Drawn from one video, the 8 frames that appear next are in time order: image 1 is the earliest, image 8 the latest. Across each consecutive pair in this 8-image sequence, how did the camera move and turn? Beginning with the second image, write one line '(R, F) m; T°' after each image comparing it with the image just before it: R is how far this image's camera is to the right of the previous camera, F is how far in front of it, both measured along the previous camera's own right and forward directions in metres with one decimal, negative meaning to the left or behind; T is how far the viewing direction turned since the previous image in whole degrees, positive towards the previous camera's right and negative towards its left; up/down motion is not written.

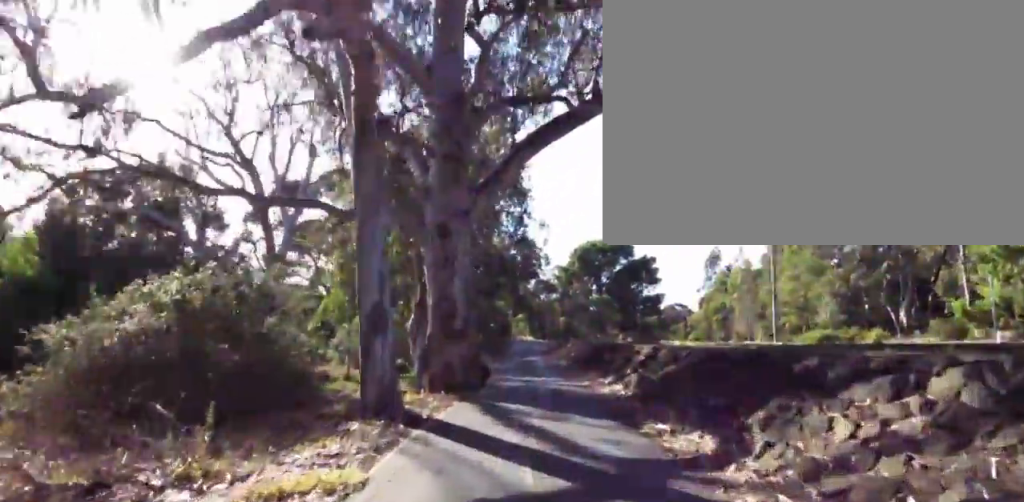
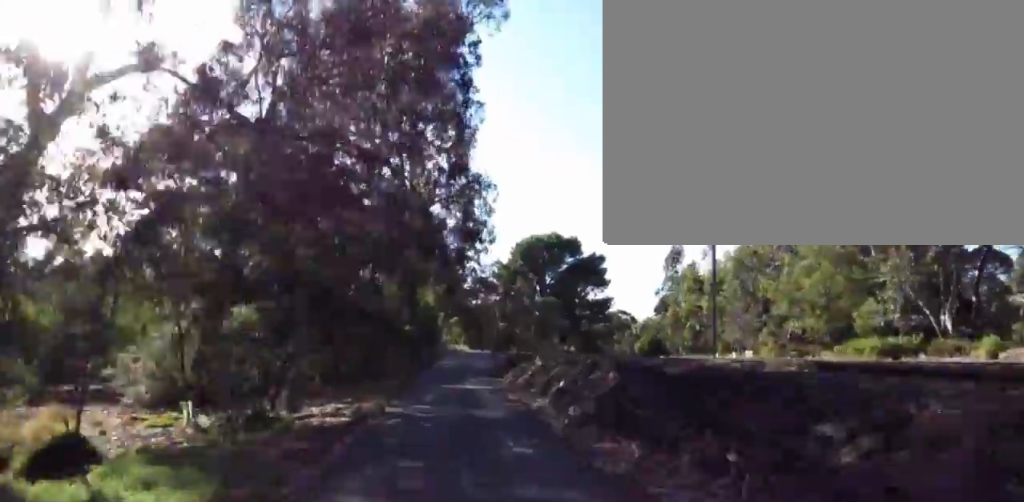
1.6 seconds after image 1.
(+2.1, +9.1) m; +31°
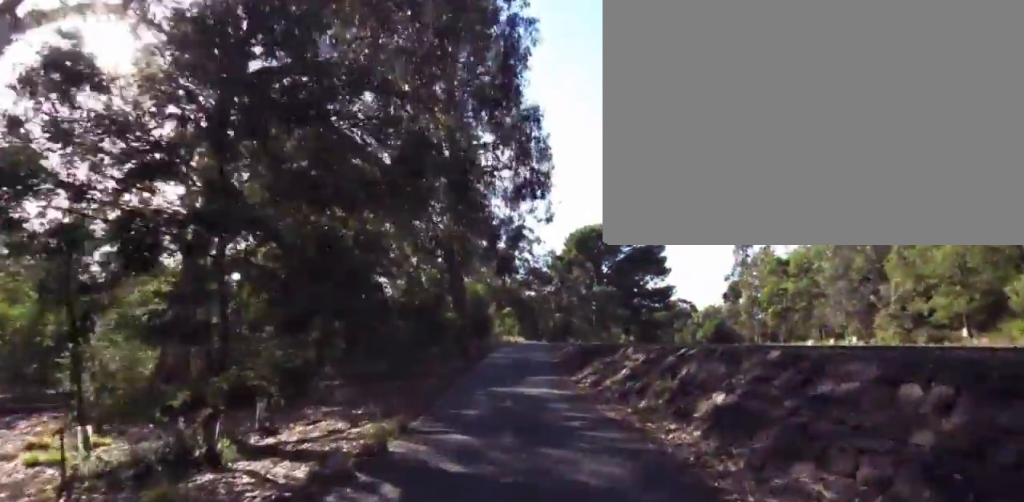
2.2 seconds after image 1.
(+0.1, +4.3) m; 0°
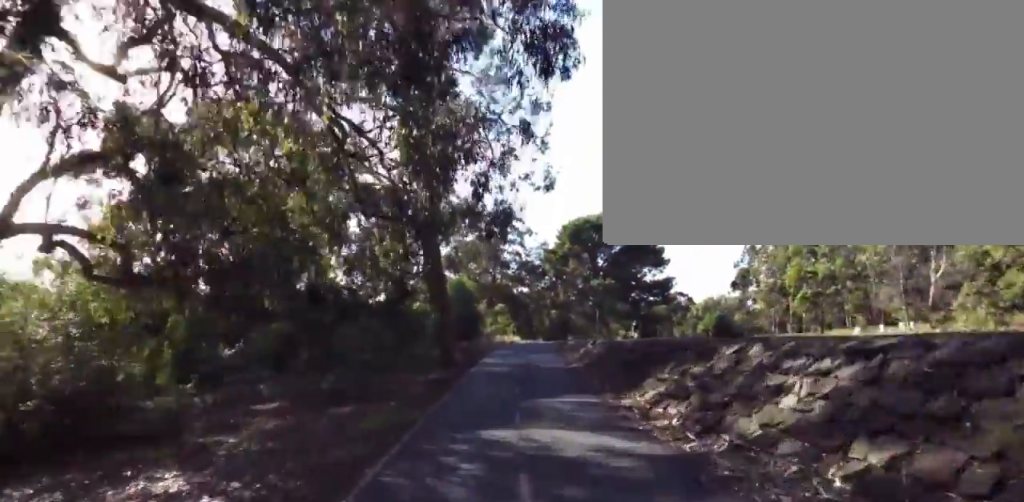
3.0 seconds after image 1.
(-0.5, +6.1) m; -7°
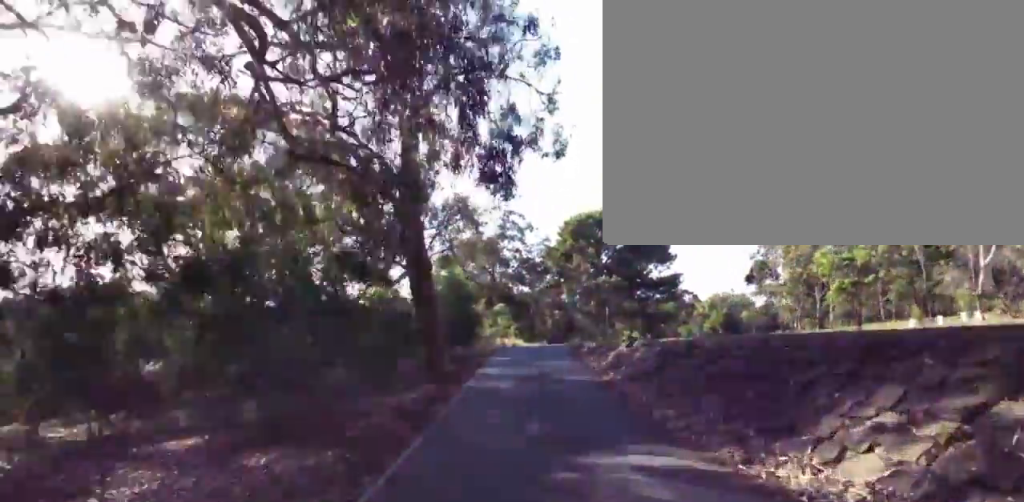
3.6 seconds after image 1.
(0.0, +4.9) m; -4°
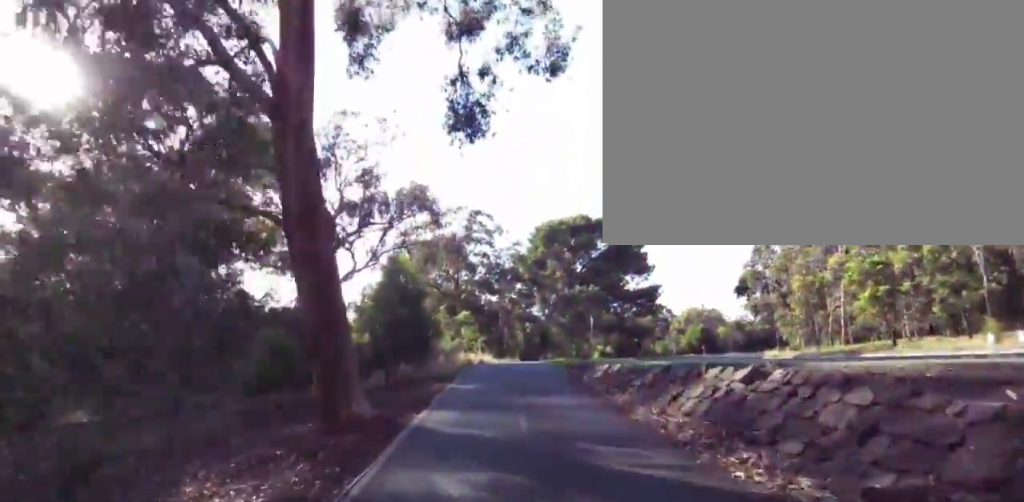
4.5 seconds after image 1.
(-0.6, +8.0) m; -10°
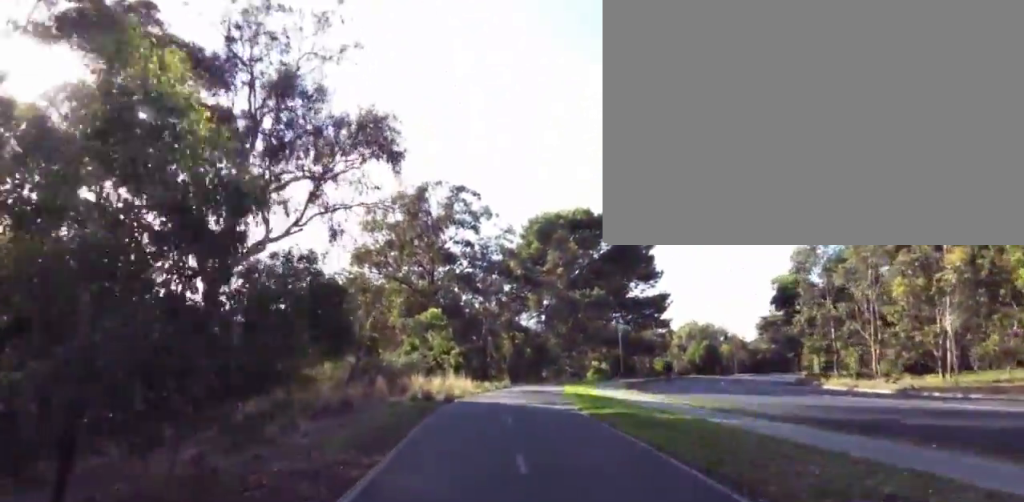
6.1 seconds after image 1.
(-1.1, +13.0) m; +4°
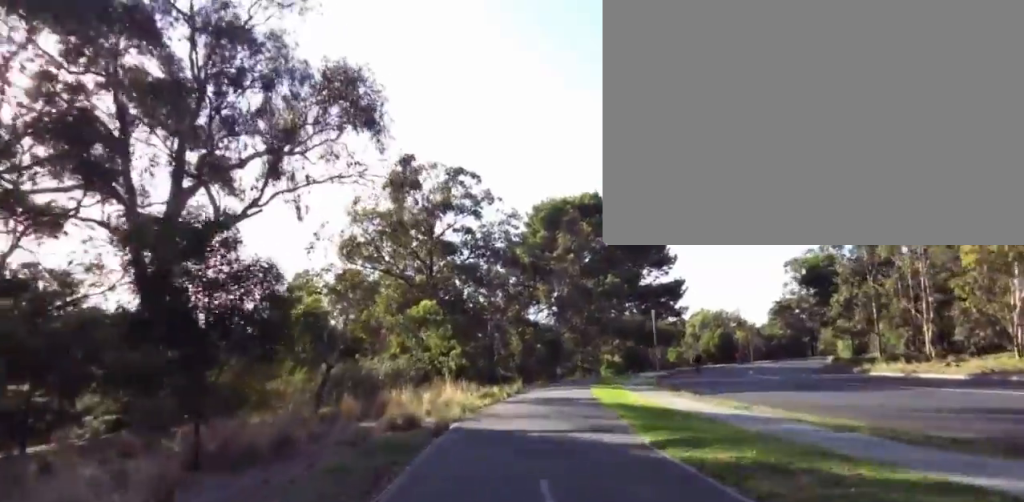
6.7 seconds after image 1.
(+0.8, +4.2) m; +9°
